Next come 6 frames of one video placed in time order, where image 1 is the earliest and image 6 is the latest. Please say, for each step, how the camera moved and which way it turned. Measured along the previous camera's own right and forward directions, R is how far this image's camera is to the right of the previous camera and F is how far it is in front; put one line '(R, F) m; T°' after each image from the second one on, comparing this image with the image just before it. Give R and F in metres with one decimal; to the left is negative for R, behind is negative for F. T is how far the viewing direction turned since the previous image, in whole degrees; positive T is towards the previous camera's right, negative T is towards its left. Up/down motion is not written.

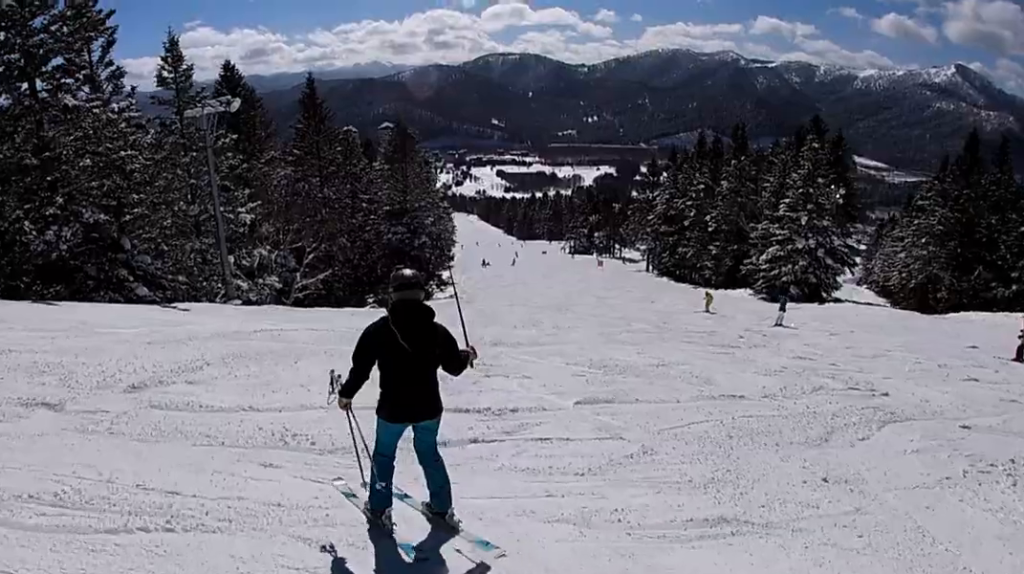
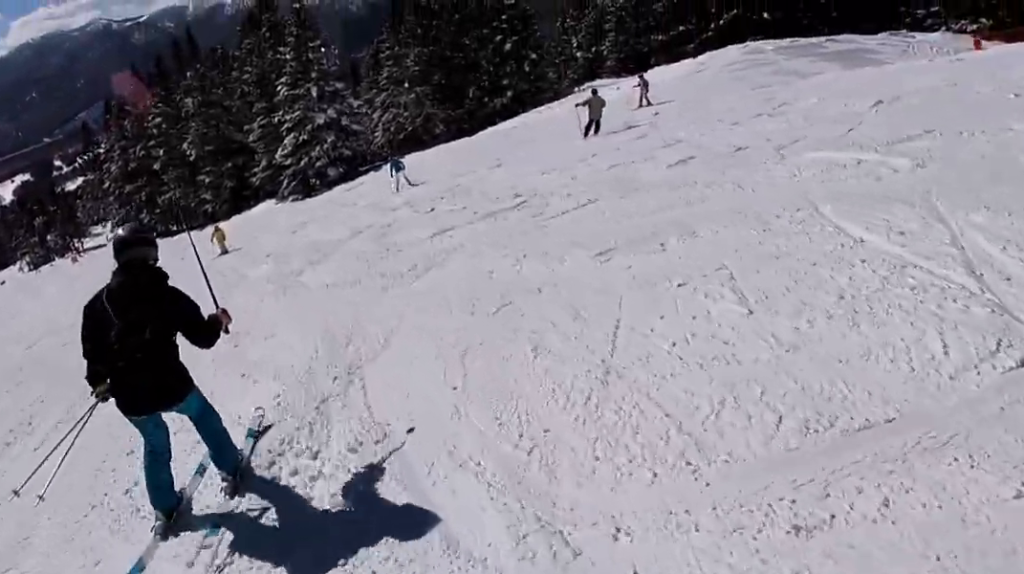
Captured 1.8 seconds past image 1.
(+3.8, +11.3) m; +26°
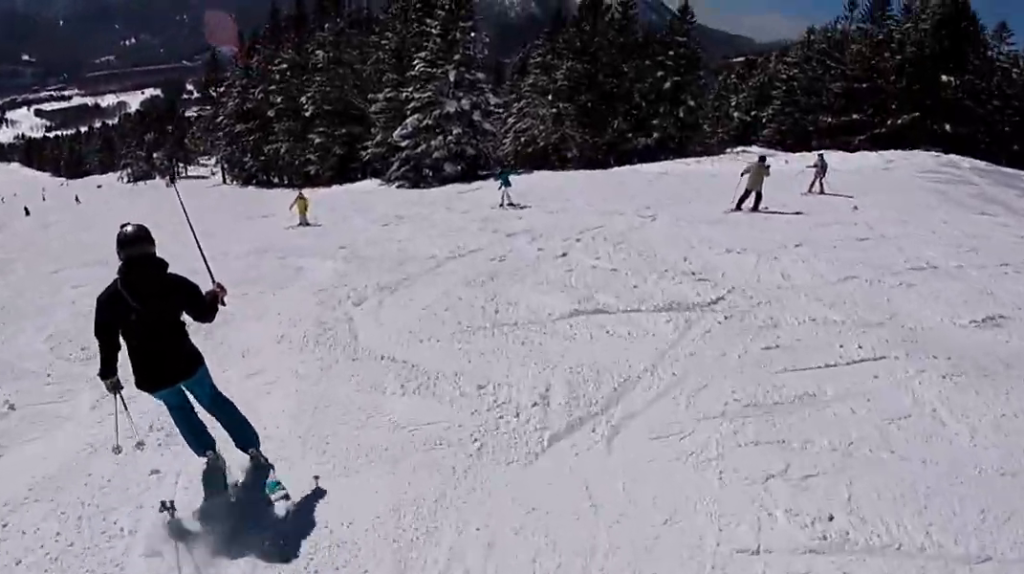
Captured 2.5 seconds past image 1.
(+0.1, +4.6) m; -6°
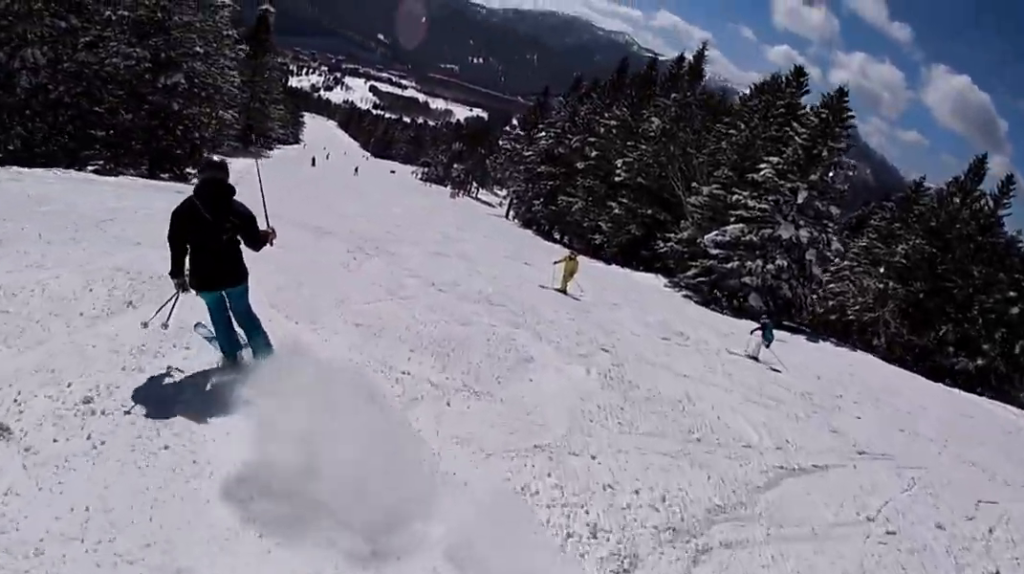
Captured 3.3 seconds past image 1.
(-0.8, +6.3) m; -13°
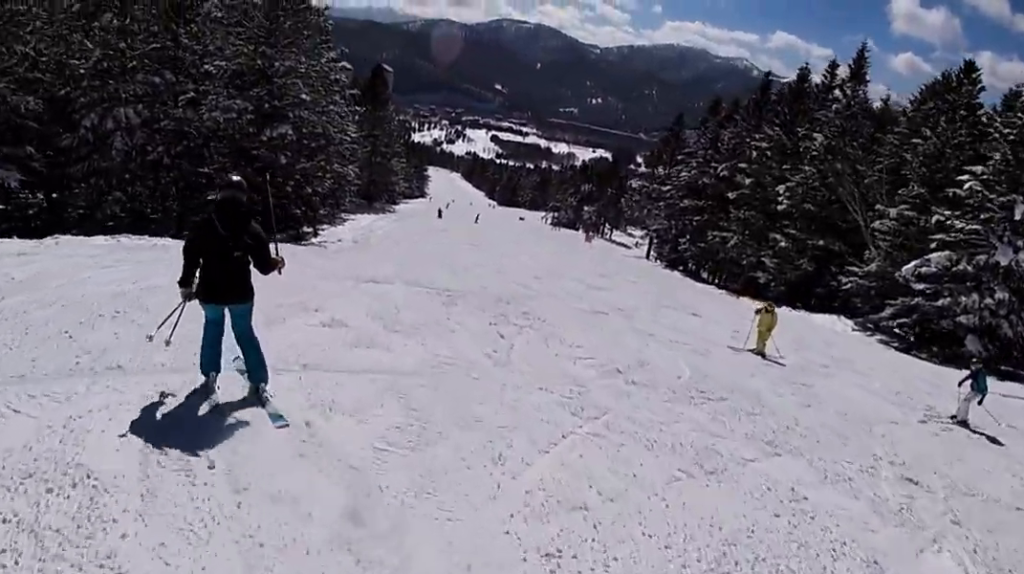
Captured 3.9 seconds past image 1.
(-0.4, +4.8) m; -1°
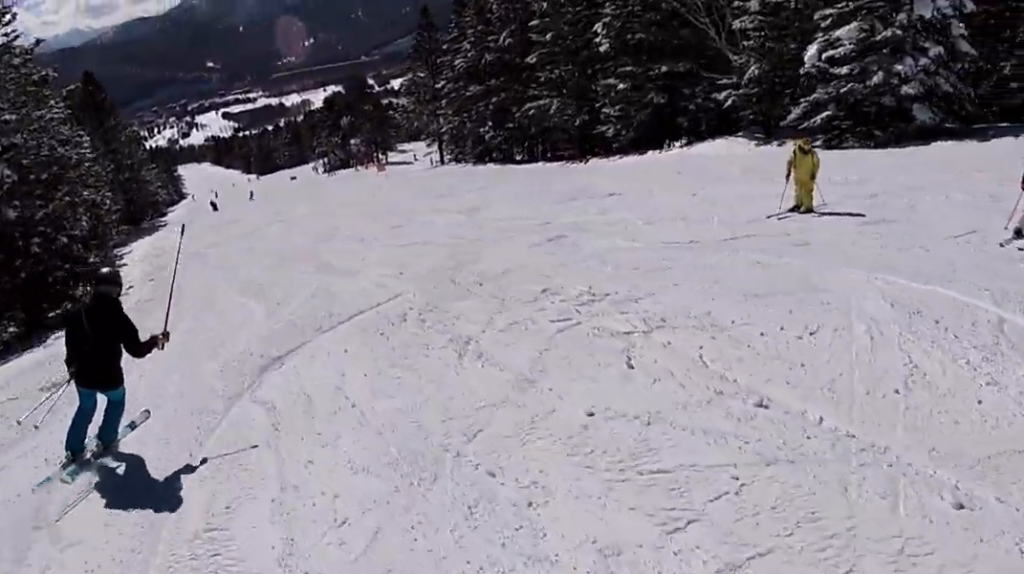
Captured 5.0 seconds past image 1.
(+0.4, +8.6) m; +11°
